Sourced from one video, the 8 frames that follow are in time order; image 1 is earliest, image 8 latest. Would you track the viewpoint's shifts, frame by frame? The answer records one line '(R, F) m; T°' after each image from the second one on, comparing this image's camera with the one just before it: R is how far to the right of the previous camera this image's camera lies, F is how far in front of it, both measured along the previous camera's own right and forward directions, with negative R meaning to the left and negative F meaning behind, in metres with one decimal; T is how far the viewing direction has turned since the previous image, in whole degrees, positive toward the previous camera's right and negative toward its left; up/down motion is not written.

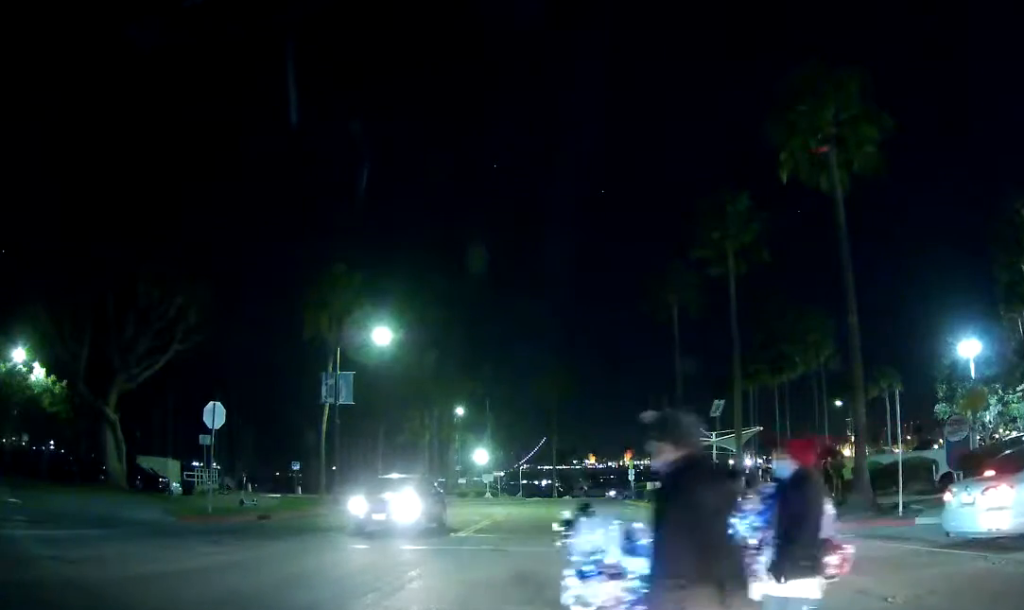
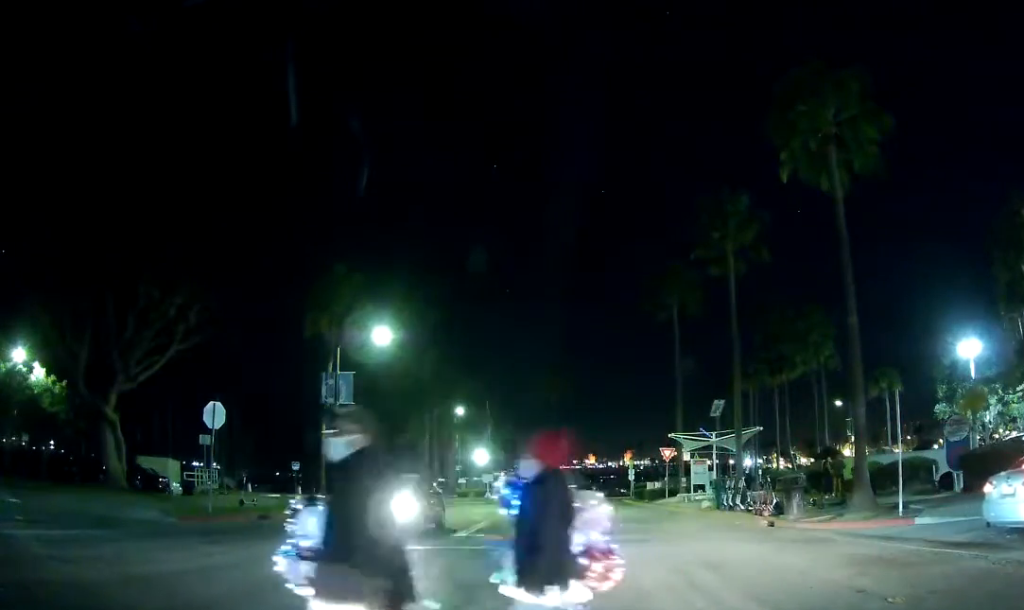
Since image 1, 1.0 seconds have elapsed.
(0.0, 0.0) m; 0°
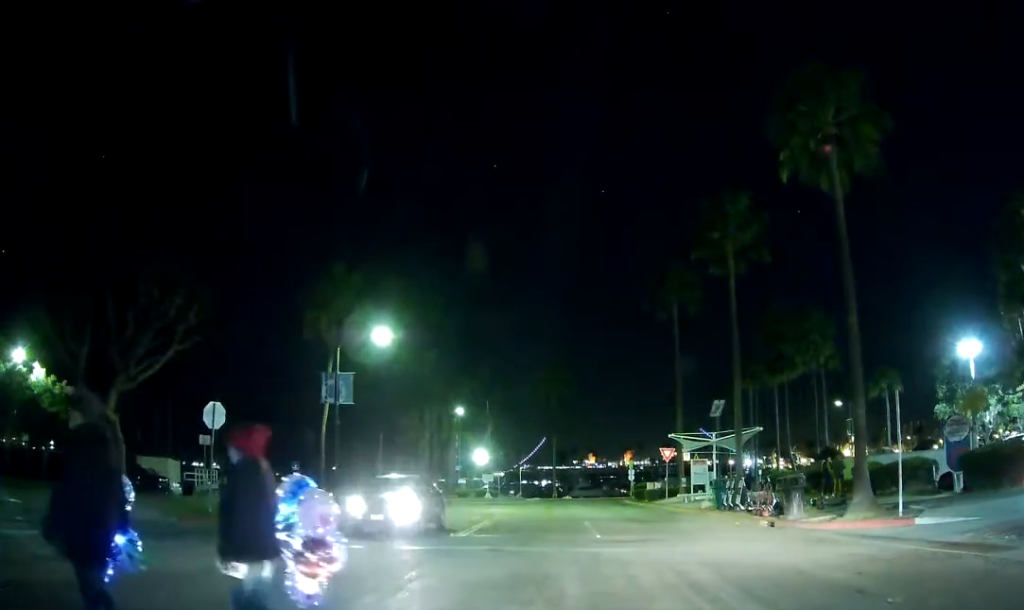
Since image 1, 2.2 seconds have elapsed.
(0.0, 0.0) m; 0°
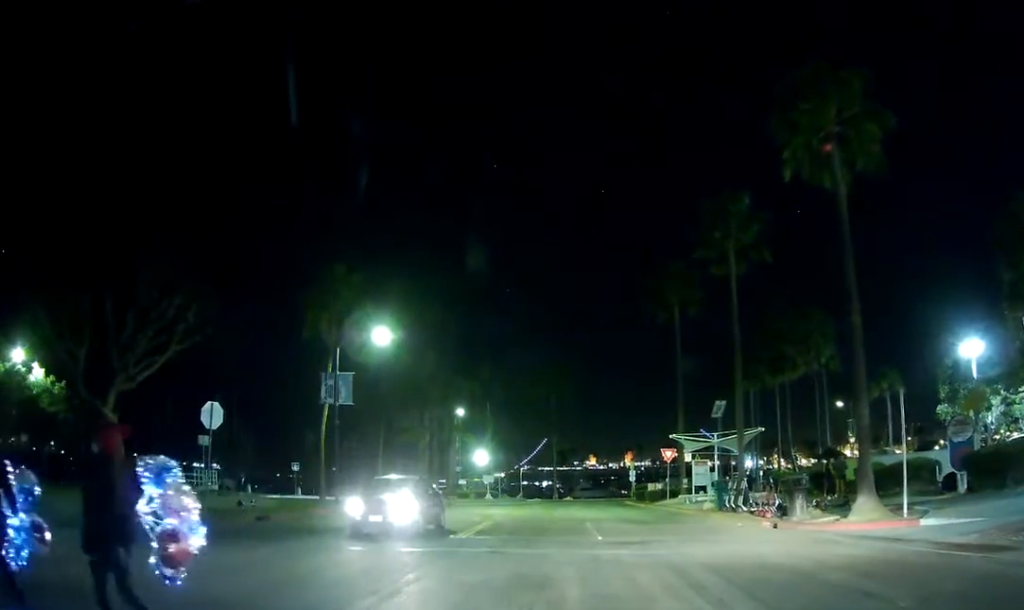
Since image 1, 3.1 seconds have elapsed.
(+0.1, 0.0) m; 0°
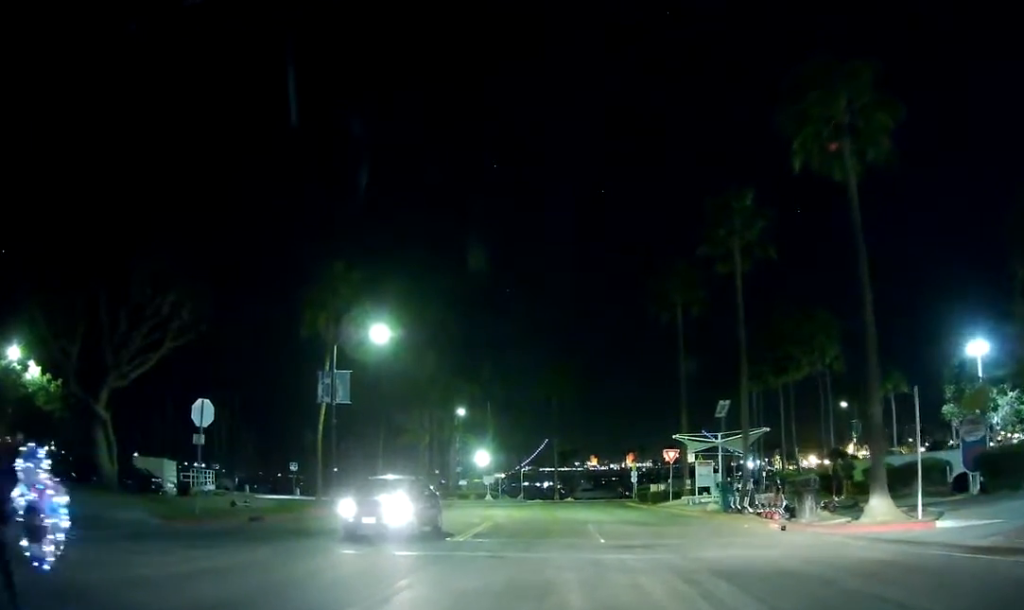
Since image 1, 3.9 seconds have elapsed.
(+0.3, +0.2) m; 0°
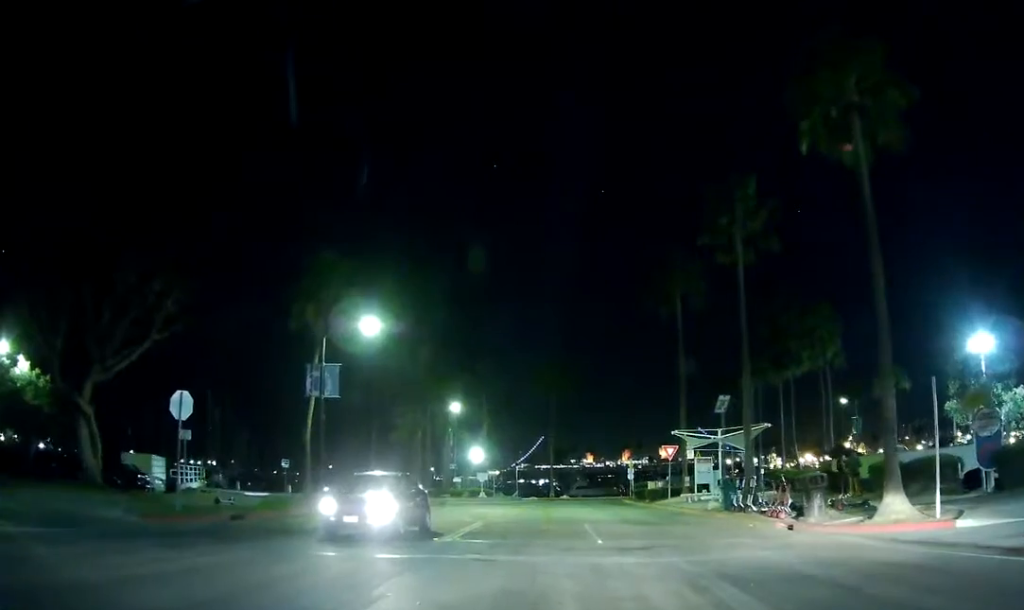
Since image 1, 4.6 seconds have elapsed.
(0.0, +0.9) m; -1°
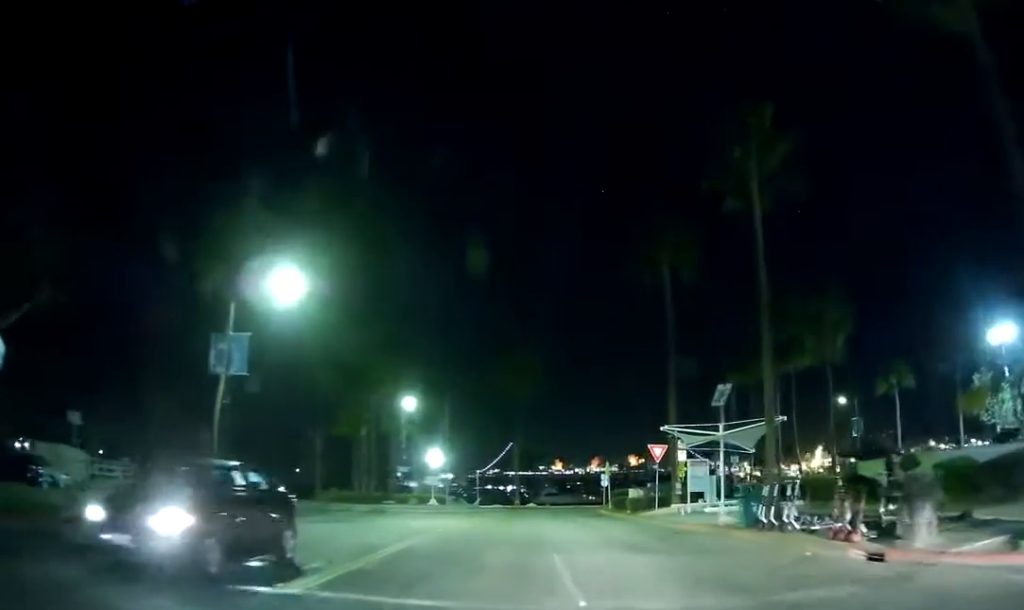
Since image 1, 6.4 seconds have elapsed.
(0.0, +7.6) m; 0°
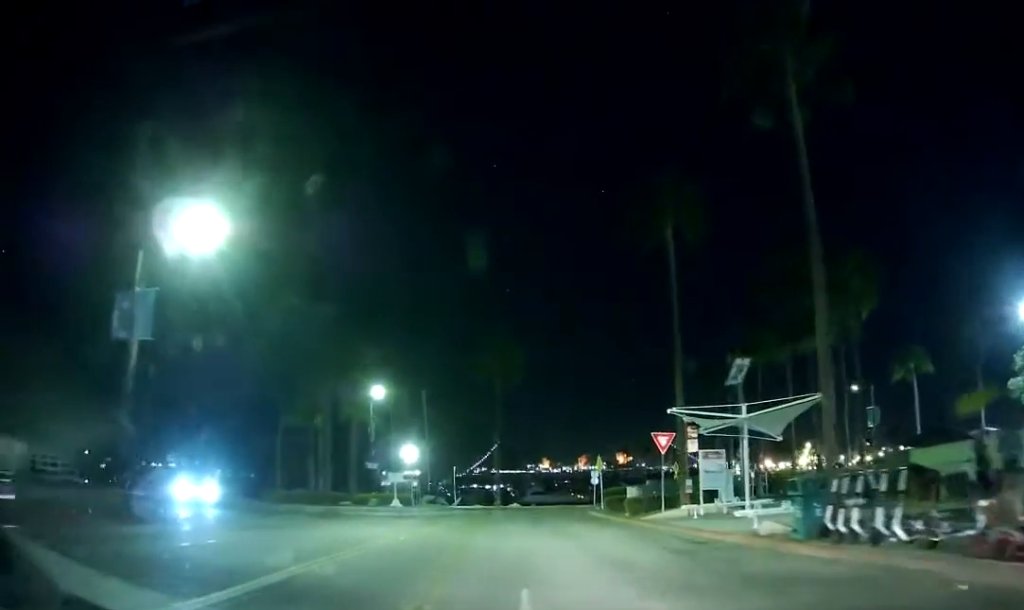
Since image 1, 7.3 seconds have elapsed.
(0.0, +5.7) m; +3°
